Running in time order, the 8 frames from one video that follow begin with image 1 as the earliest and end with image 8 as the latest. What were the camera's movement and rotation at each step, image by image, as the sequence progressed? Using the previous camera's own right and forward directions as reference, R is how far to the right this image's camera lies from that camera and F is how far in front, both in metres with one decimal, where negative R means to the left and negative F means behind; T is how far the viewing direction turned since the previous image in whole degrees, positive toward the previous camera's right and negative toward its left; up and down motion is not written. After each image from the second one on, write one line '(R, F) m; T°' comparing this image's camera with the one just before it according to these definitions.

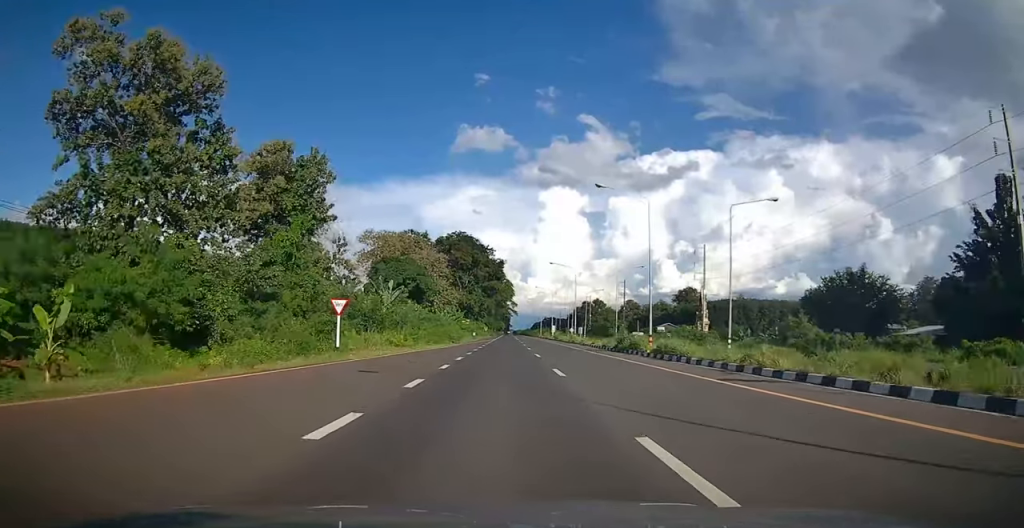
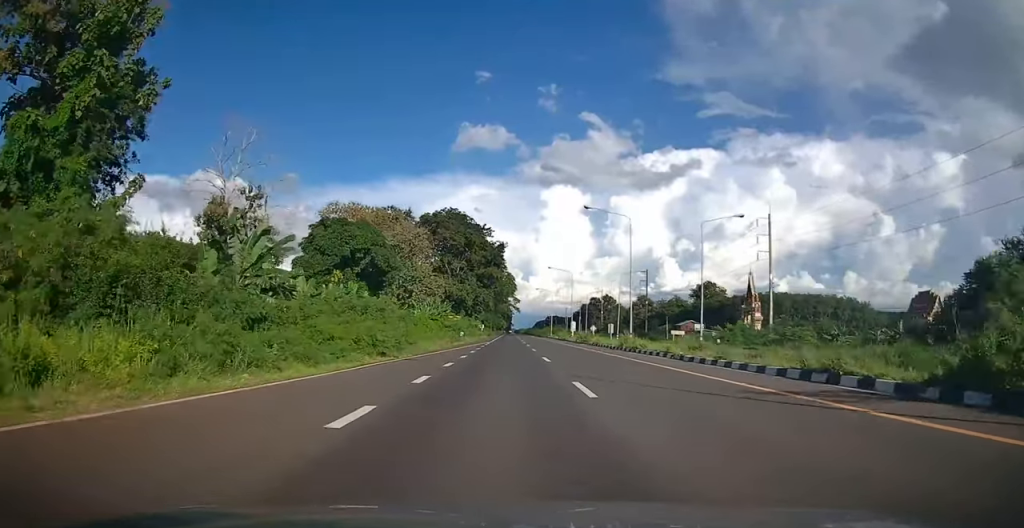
(-0.1, +29.2) m; 0°
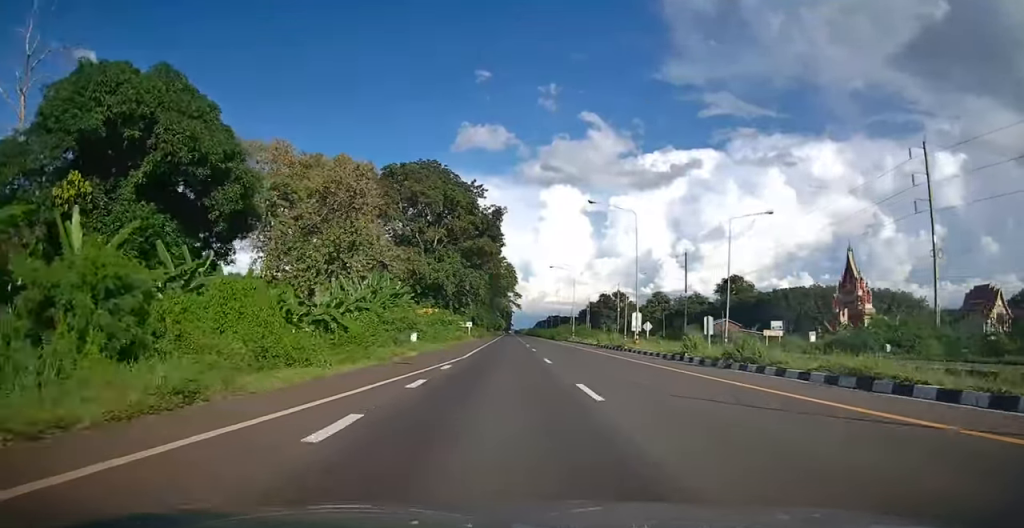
(0.0, +36.5) m; 0°
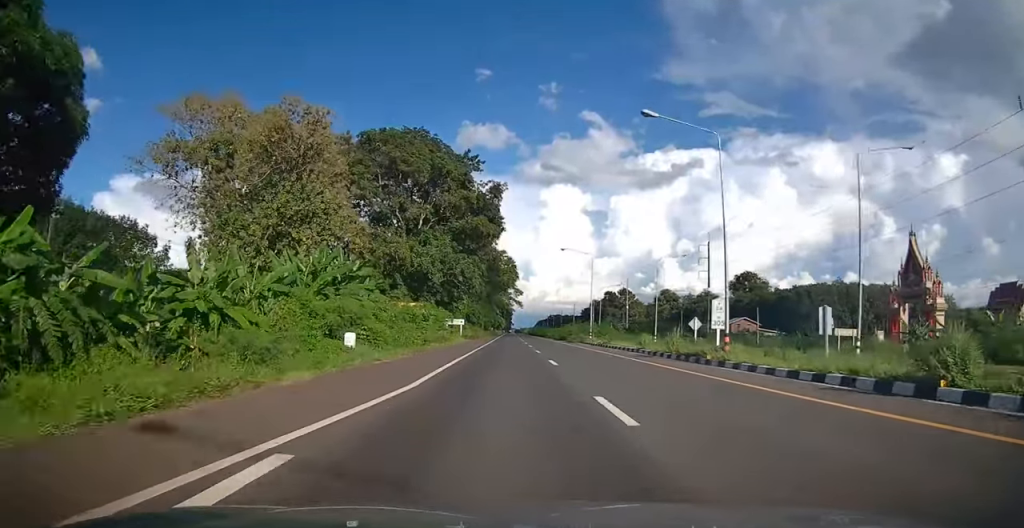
(0.0, +14.6) m; 0°
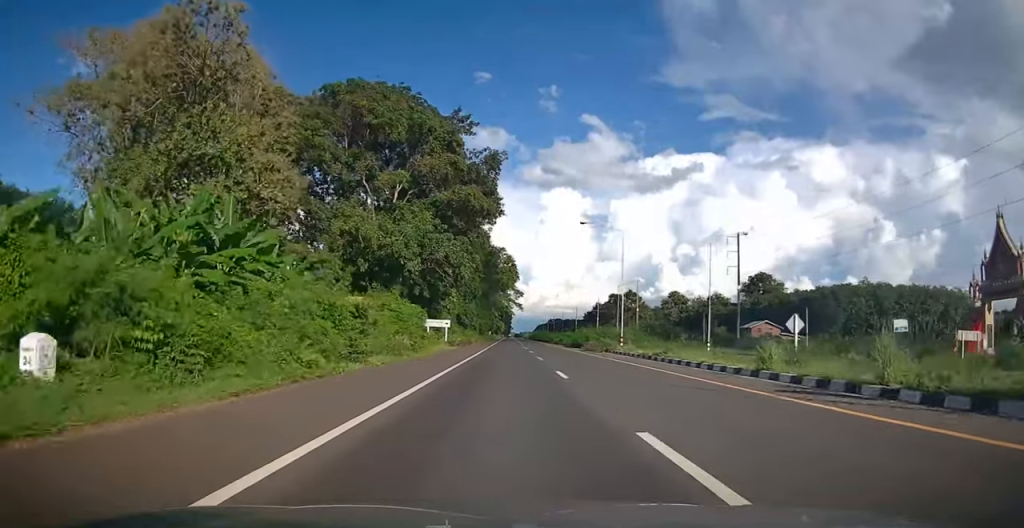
(0.0, +15.4) m; 0°
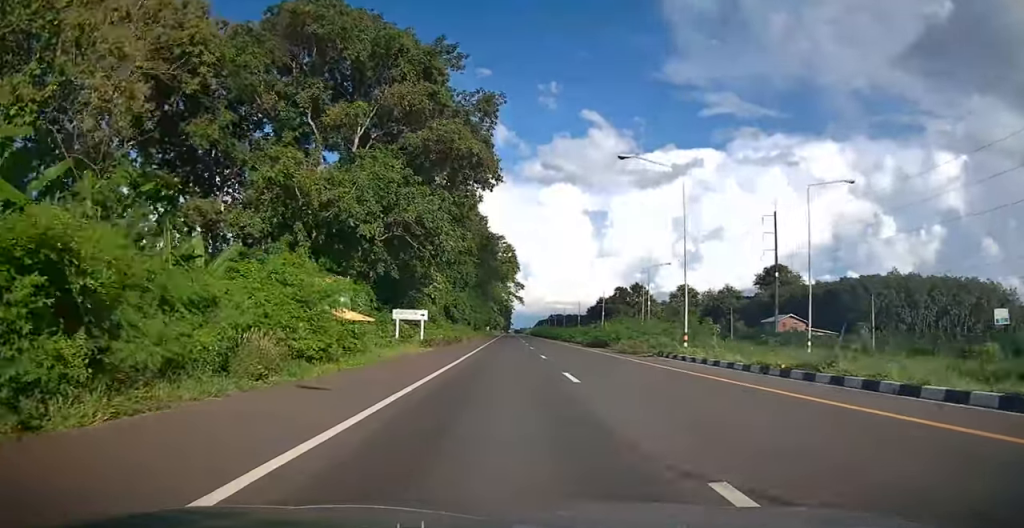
(0.0, +14.5) m; 0°
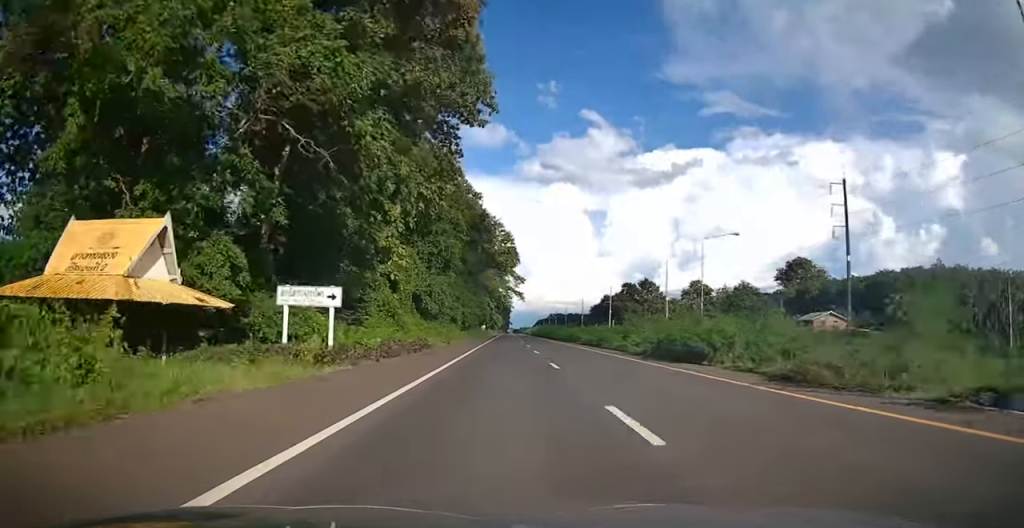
(0.0, +19.4) m; 0°
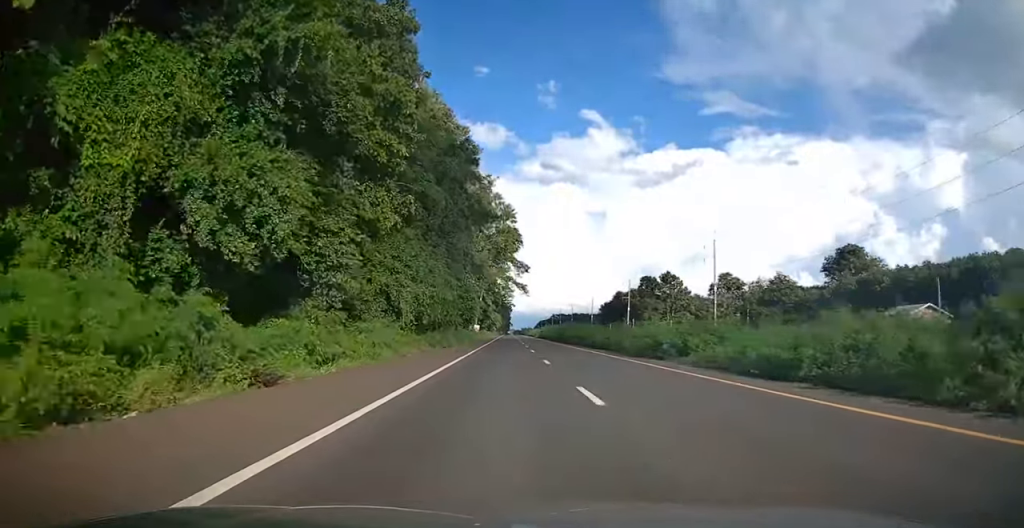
(0.0, +32.7) m; 0°
